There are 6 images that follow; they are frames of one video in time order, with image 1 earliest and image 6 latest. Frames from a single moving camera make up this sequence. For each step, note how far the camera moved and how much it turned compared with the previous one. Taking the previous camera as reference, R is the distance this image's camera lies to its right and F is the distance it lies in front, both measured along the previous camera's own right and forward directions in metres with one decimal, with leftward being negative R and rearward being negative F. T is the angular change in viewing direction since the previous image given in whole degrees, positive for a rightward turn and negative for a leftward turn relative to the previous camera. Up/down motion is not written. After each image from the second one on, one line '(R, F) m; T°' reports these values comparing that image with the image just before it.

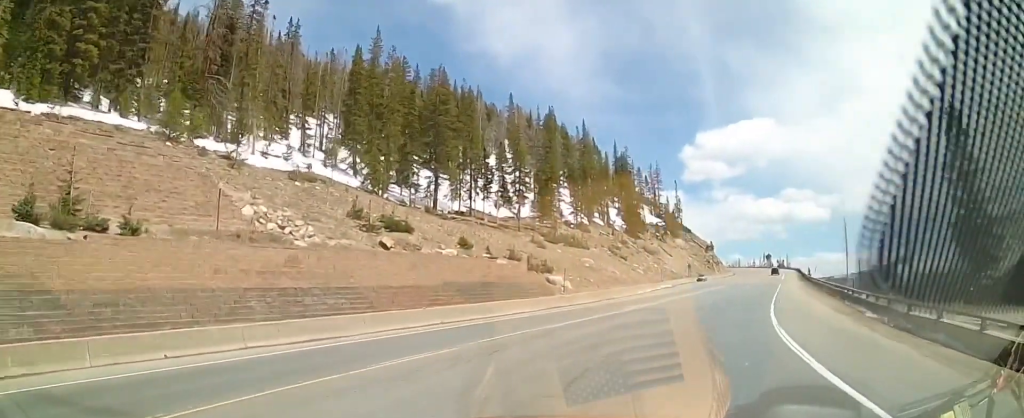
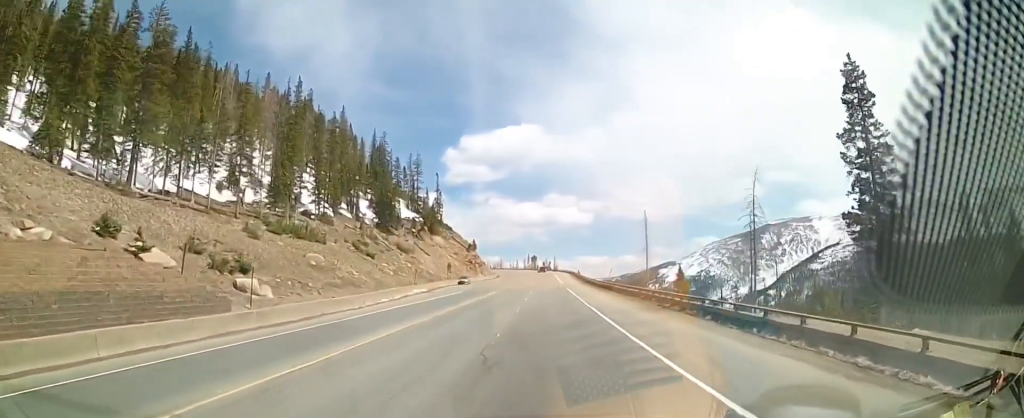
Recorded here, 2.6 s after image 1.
(+3.4, +22.1) m; +6°
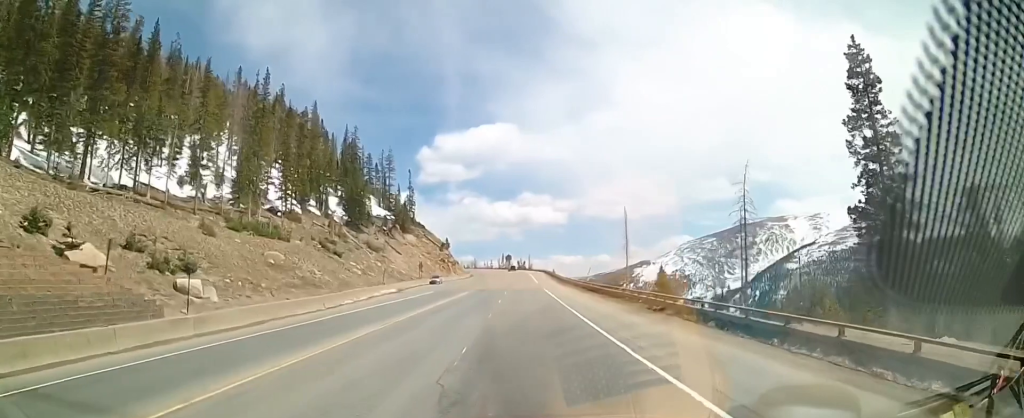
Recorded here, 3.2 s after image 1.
(0.0, +4.2) m; -1°
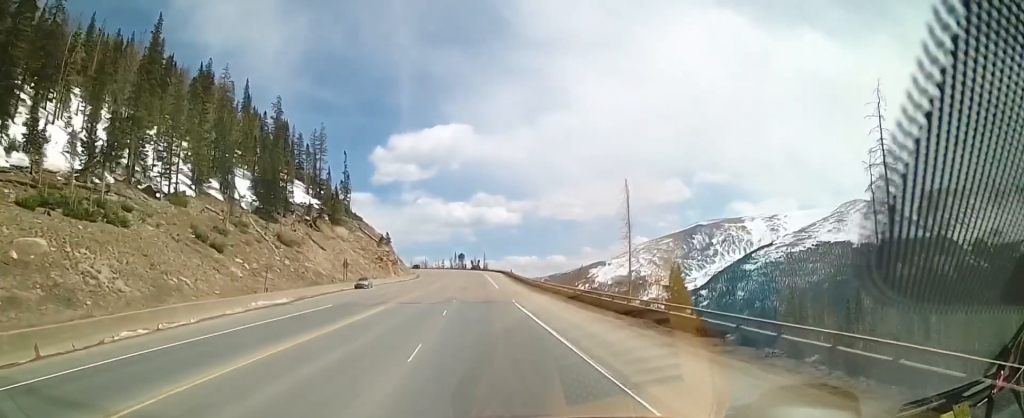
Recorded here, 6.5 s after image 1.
(-0.1, +25.9) m; 0°
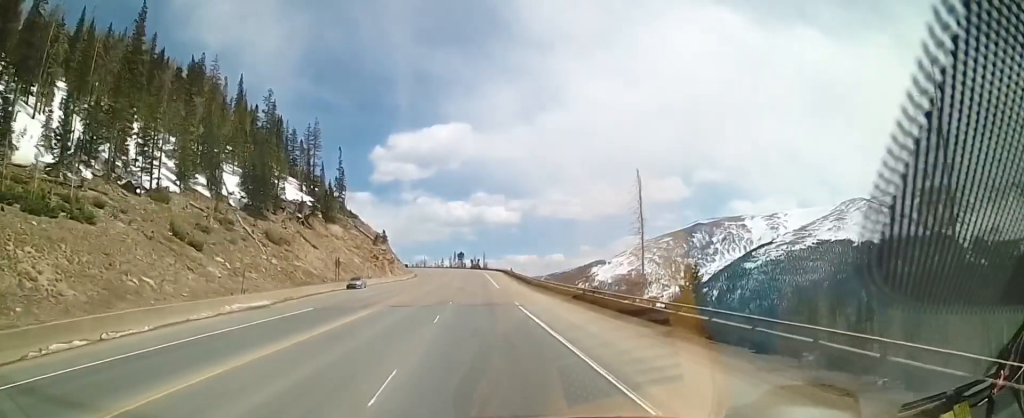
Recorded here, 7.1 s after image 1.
(+0.1, +4.6) m; -1°
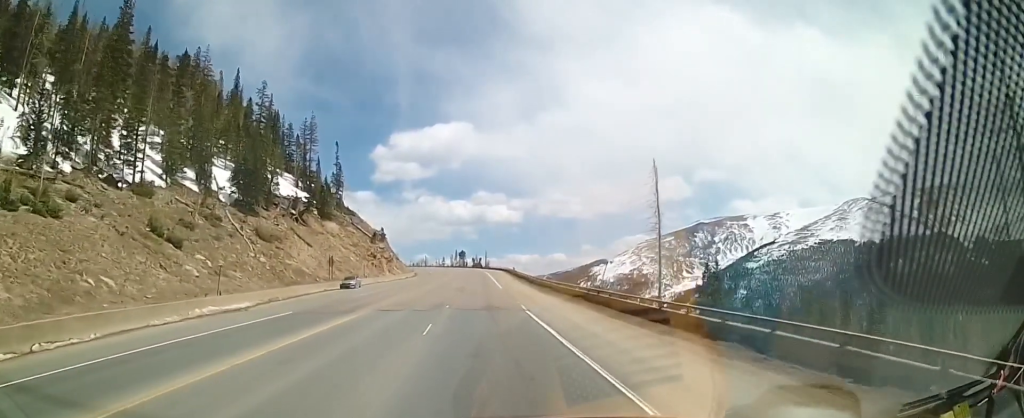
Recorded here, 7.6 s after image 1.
(-0.3, +4.4) m; -1°
